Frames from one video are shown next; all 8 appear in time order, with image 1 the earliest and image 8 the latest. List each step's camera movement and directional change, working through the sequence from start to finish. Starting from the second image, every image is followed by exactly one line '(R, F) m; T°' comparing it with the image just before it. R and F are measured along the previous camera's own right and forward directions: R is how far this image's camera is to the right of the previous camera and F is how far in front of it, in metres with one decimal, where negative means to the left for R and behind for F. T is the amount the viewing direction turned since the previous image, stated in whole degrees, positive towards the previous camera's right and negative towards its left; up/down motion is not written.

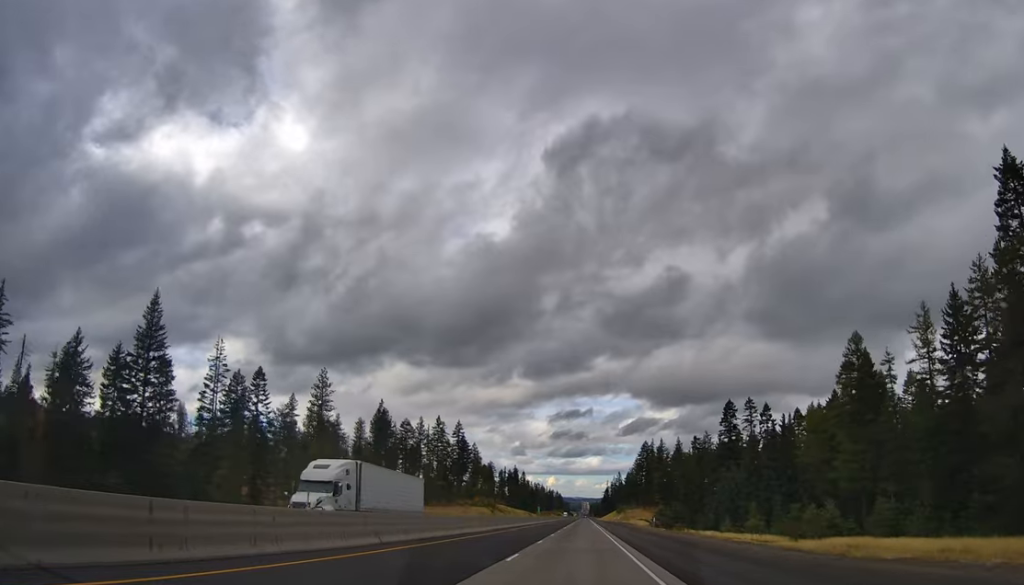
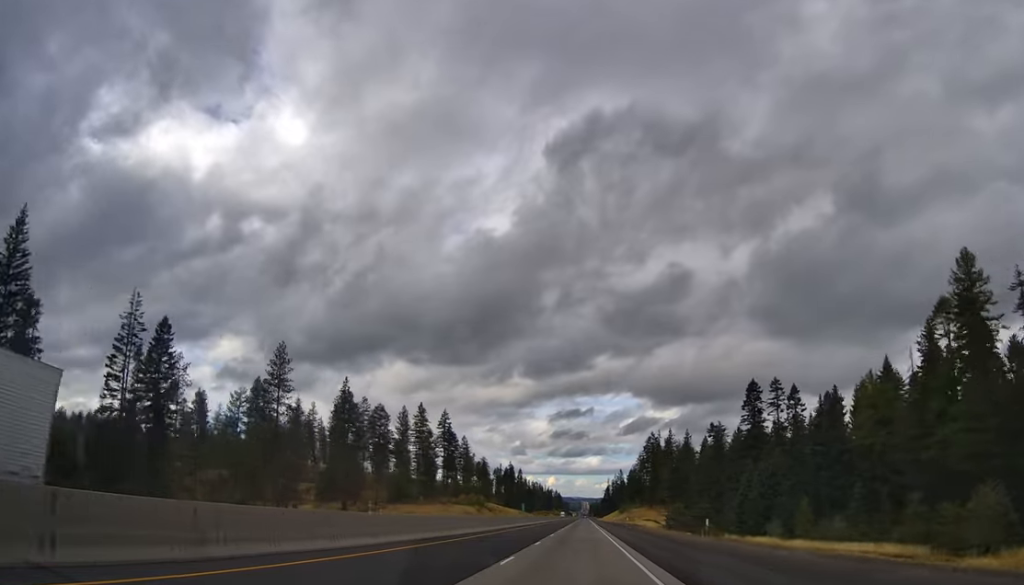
(+0.2, +25.4) m; 0°
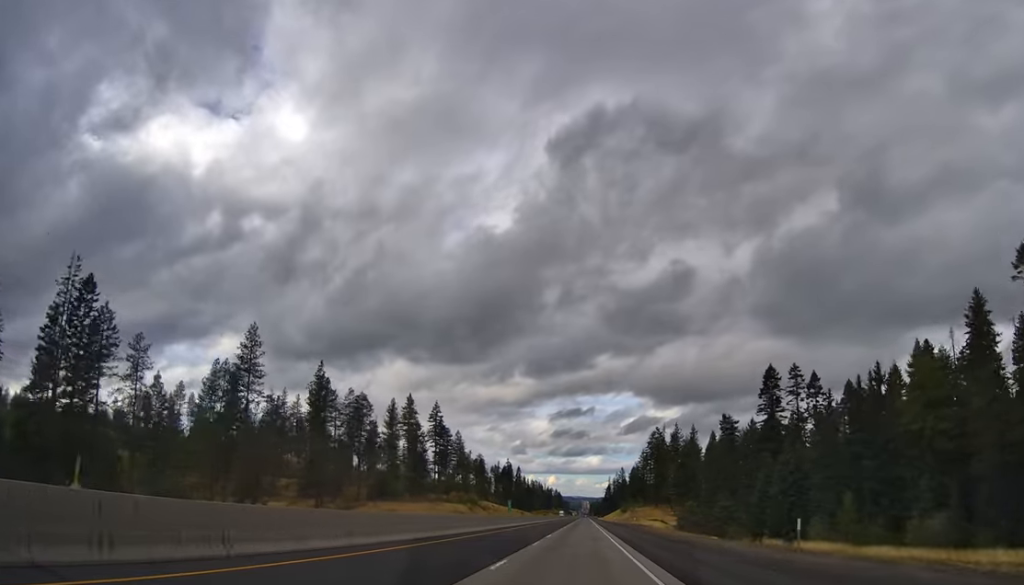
(0.0, +14.4) m; 0°
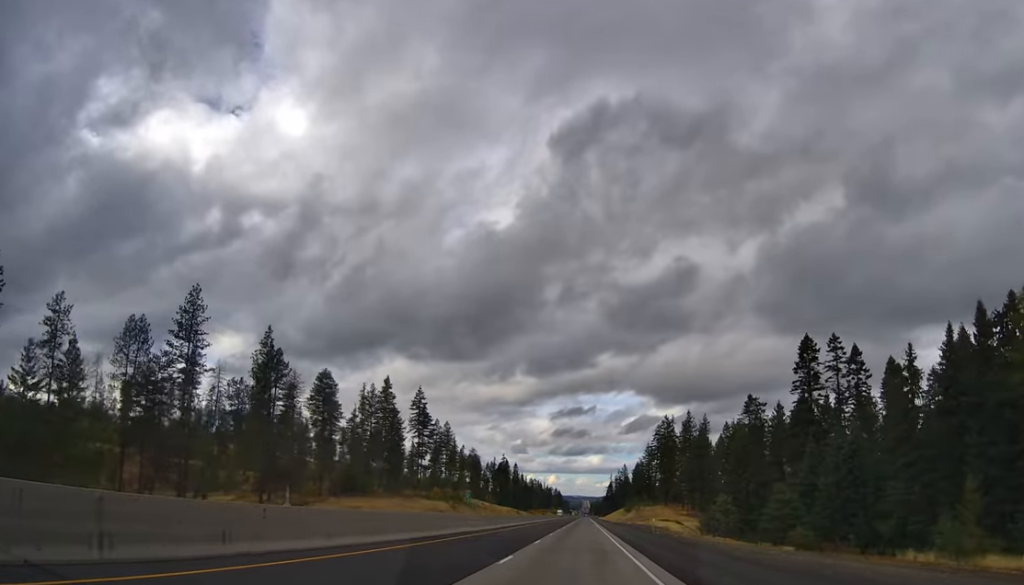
(0.0, +23.2) m; 0°
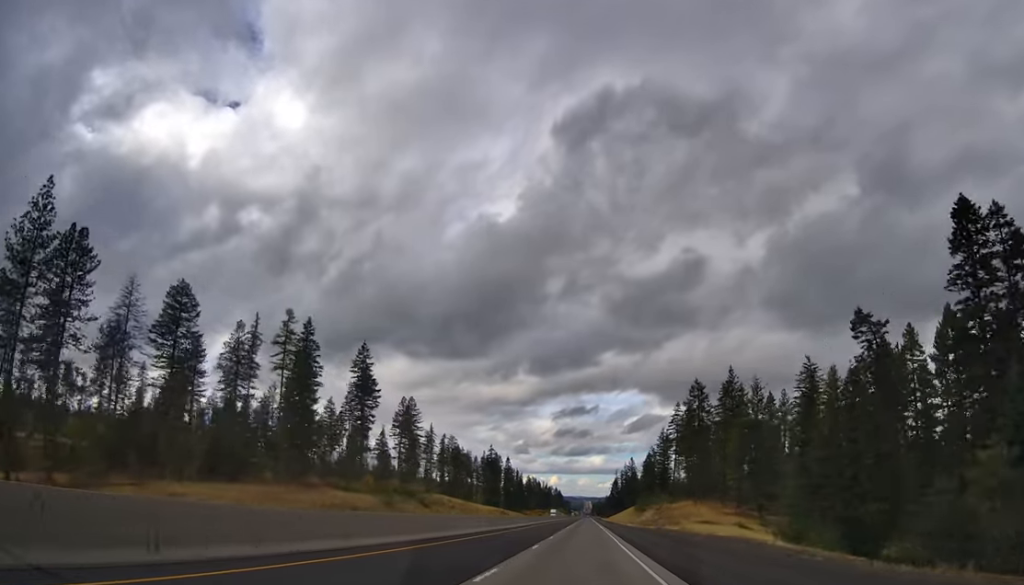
(0.0, +52.6) m; 0°
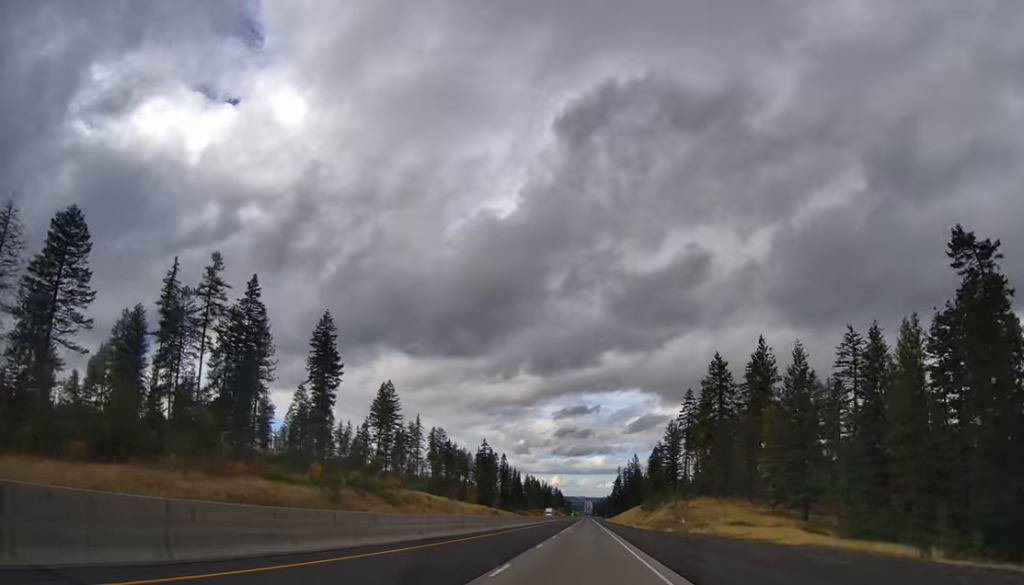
(0.0, +22.8) m; 0°
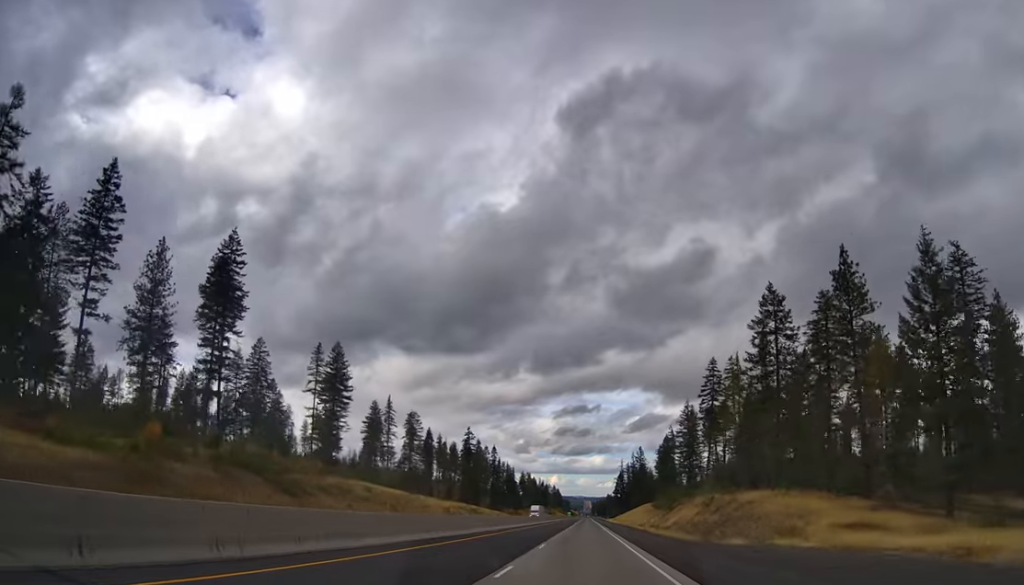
(0.0, +36.9) m; 0°
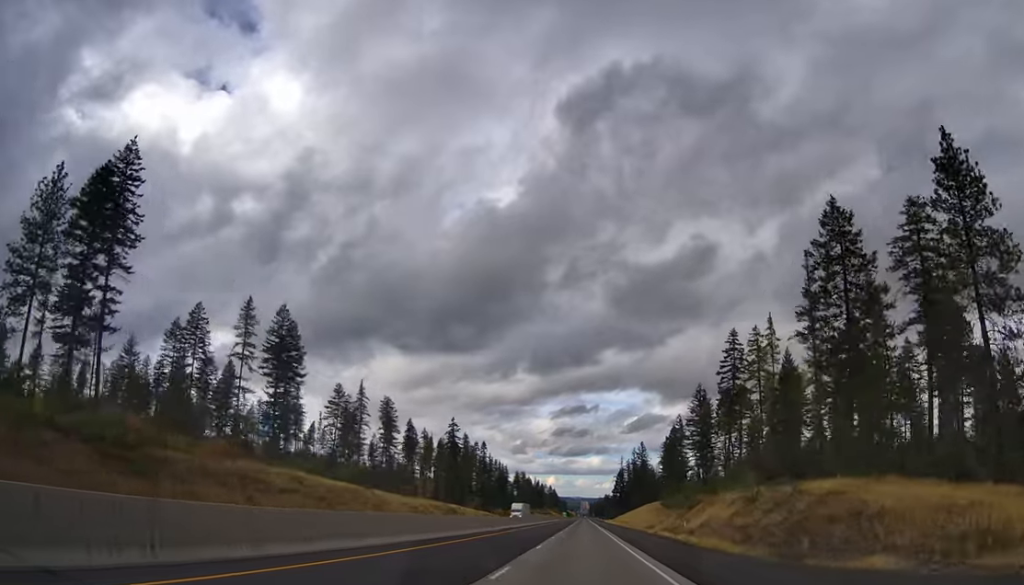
(+0.1, +24.8) m; 0°
